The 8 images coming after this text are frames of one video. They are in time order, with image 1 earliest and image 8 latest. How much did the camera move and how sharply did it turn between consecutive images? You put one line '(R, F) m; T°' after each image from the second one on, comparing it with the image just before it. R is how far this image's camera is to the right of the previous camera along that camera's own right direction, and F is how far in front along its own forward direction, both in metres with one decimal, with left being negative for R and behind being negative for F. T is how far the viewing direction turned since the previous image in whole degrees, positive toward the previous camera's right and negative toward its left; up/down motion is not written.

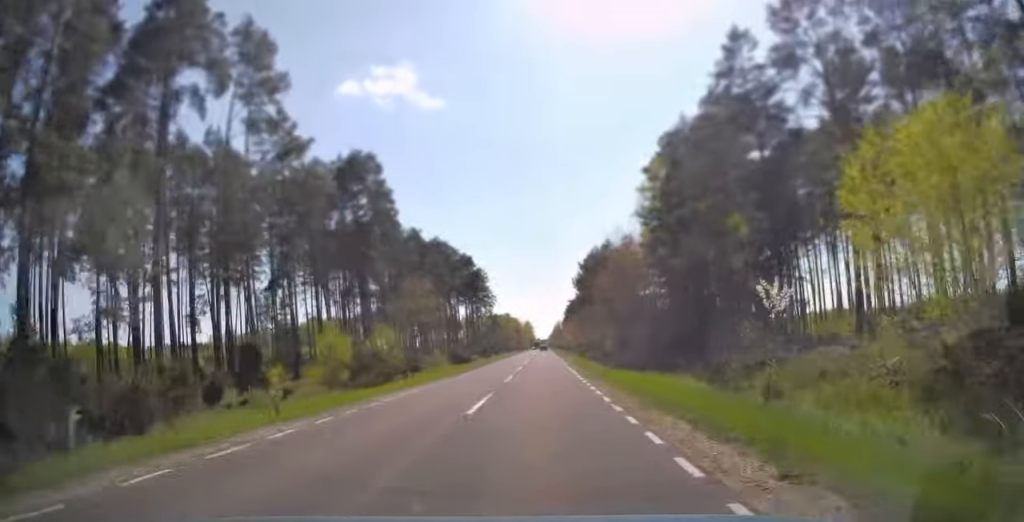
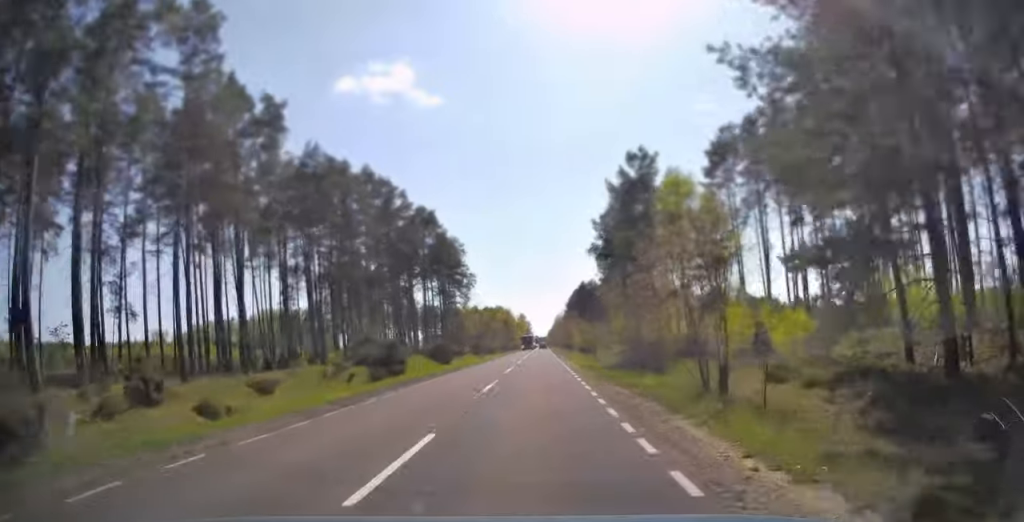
(+0.1, +53.3) m; 0°
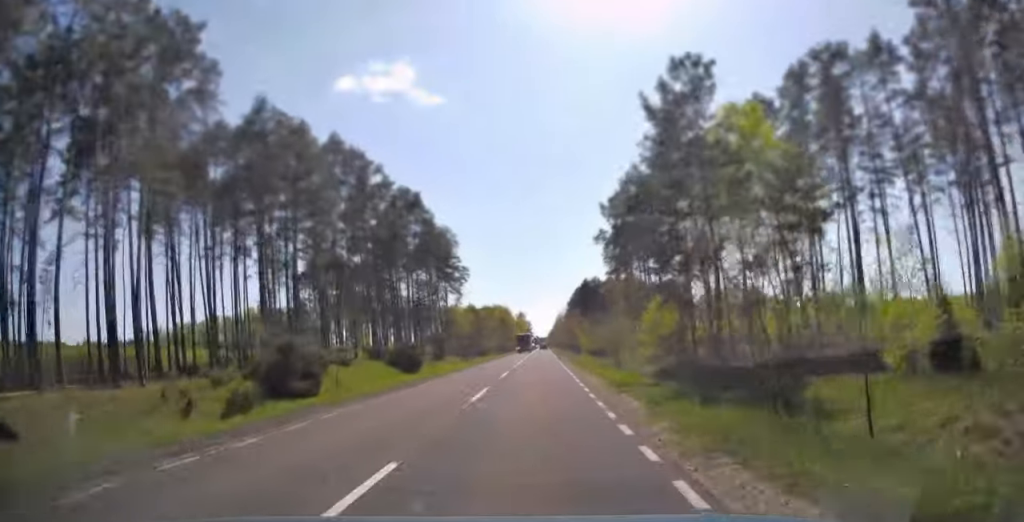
(0.0, +13.6) m; 0°
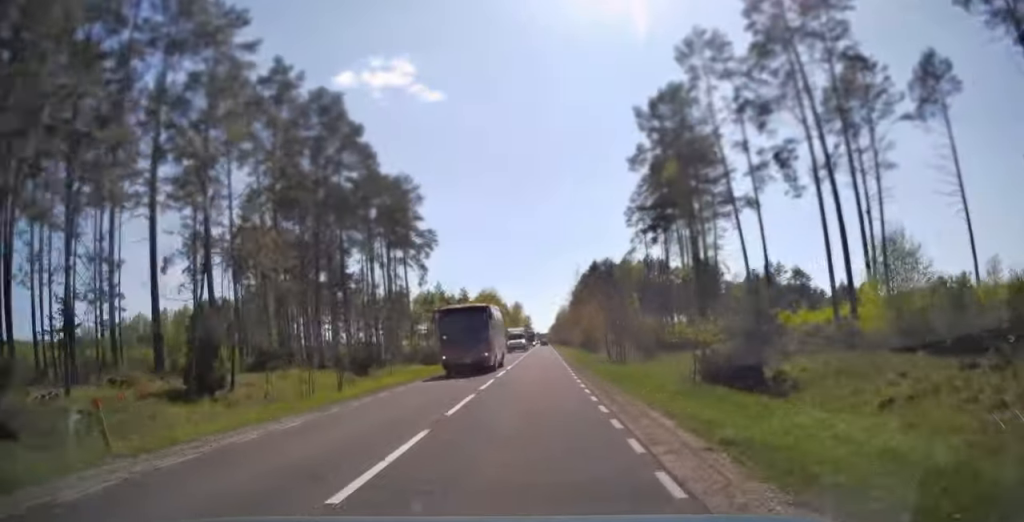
(+0.3, +38.6) m; 0°
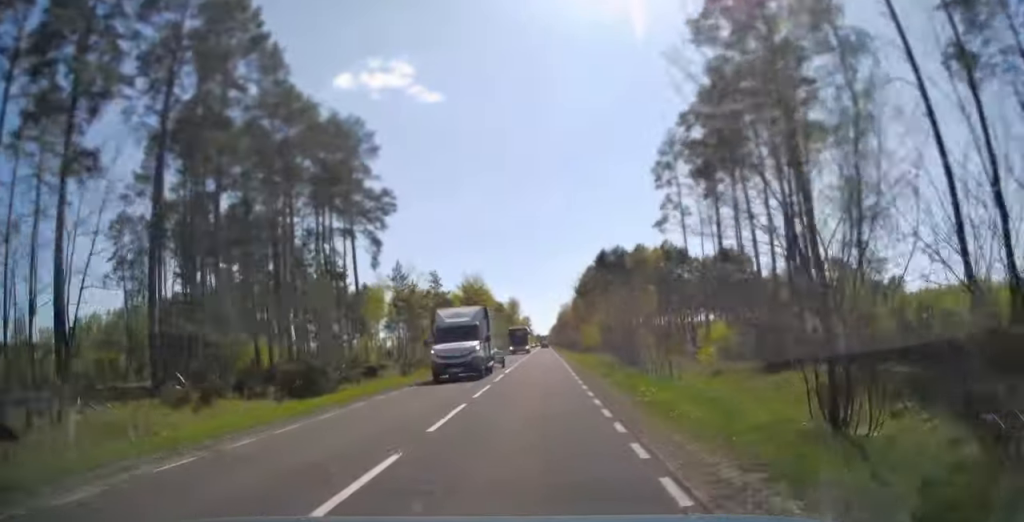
(-0.1, +25.4) m; 0°
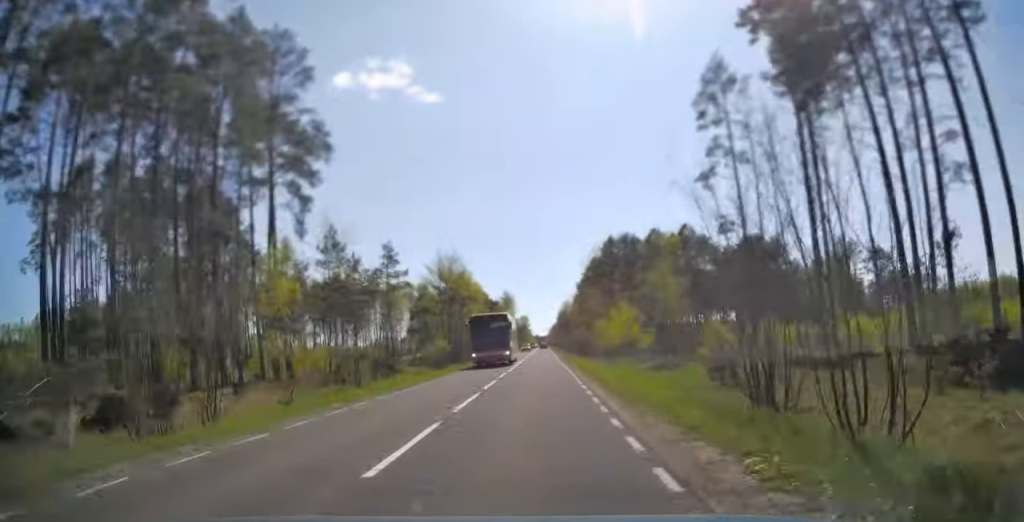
(0.0, +20.9) m; 0°
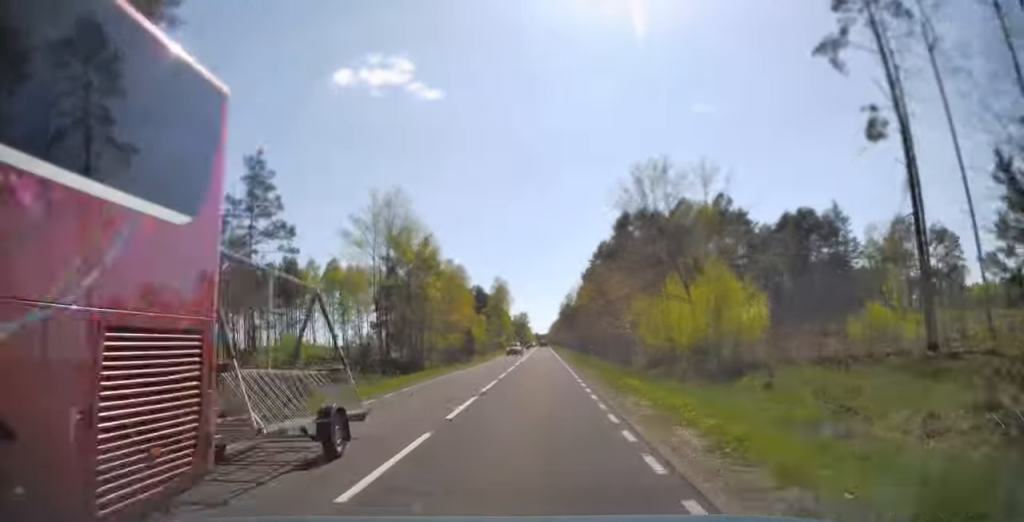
(0.0, +24.6) m; 0°
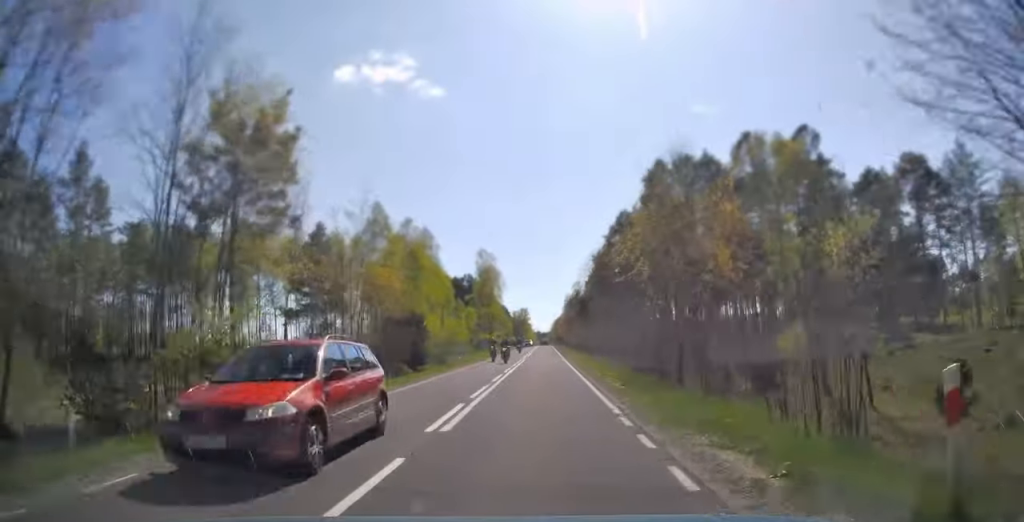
(0.0, +31.8) m; 0°
